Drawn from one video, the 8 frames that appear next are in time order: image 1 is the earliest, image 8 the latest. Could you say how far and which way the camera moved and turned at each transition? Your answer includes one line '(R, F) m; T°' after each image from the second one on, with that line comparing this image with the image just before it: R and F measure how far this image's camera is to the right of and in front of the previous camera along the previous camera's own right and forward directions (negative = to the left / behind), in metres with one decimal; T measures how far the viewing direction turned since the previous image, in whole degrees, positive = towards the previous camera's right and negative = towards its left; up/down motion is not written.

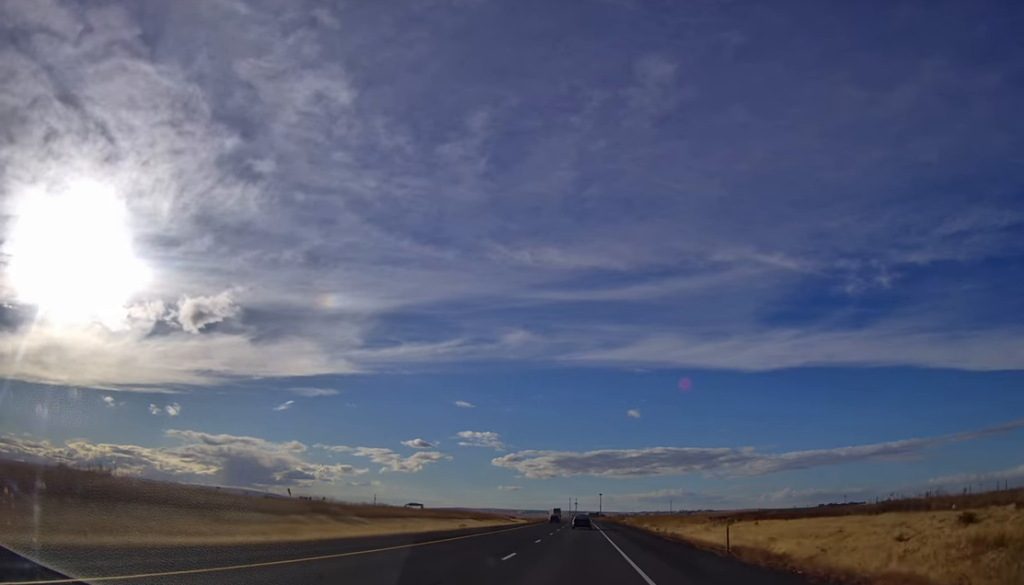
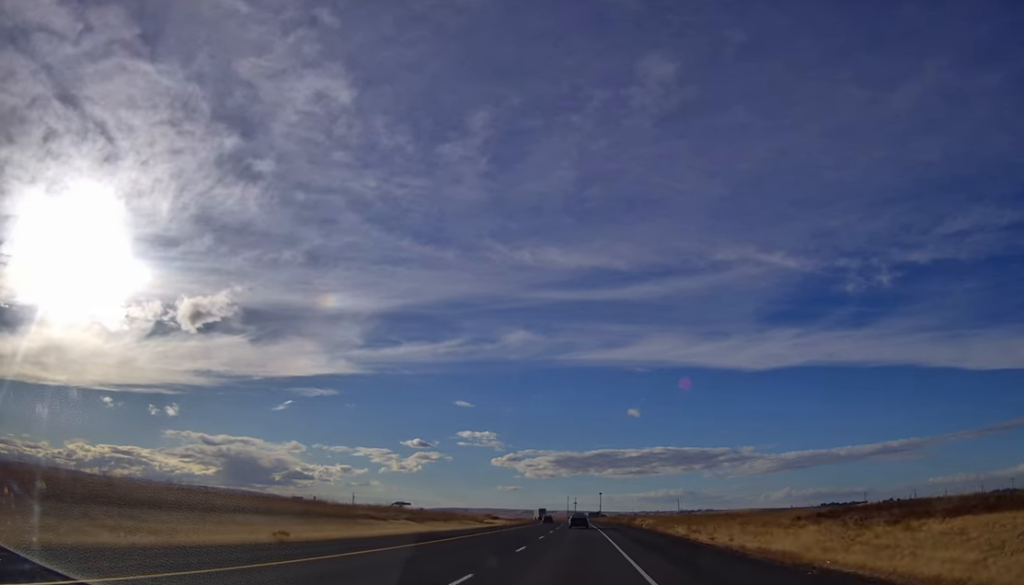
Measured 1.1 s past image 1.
(-0.1, +33.0) m; 0°
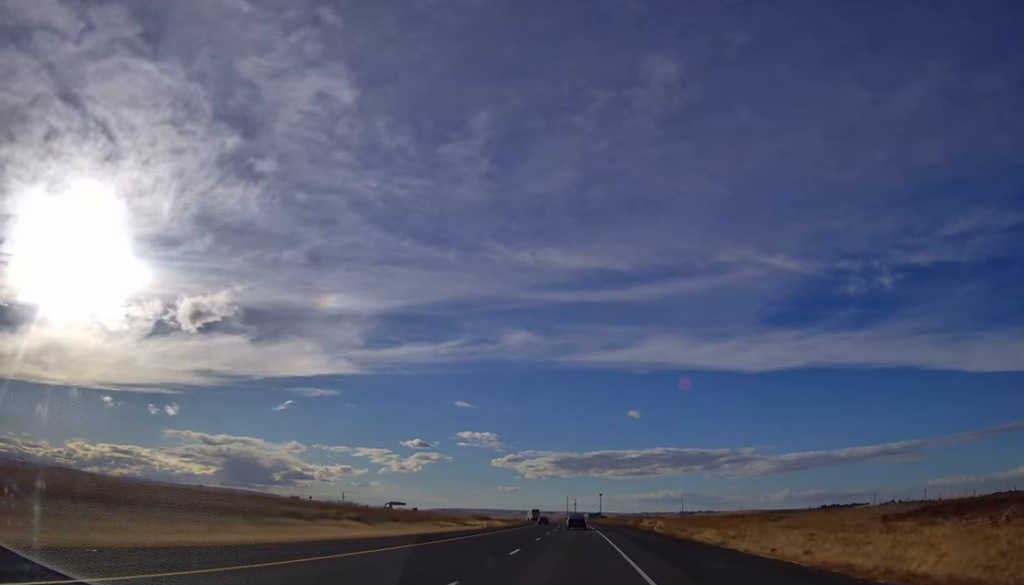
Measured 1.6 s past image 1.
(+0.3, +14.0) m; 0°
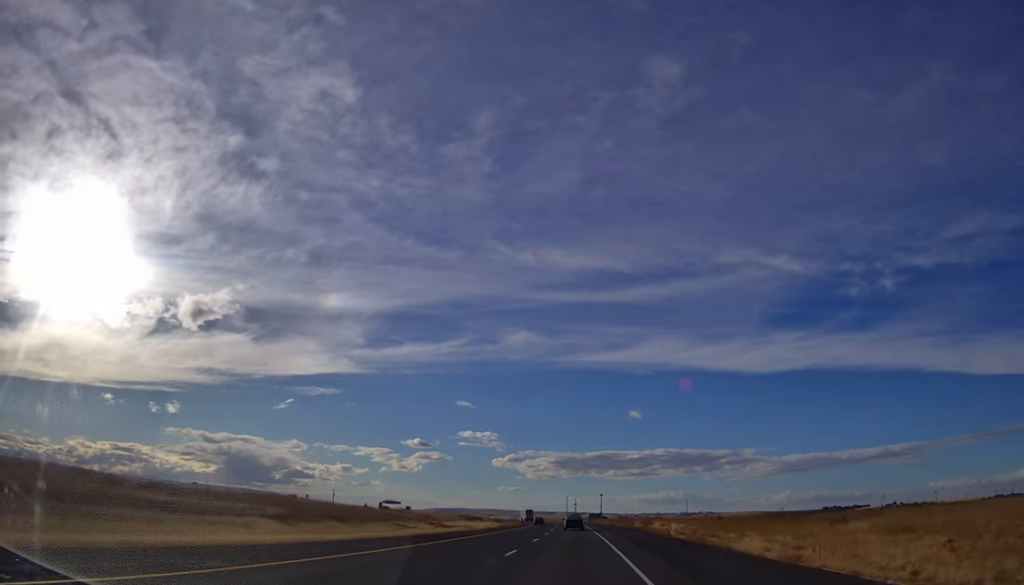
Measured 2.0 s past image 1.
(0.0, +13.0) m; 0°
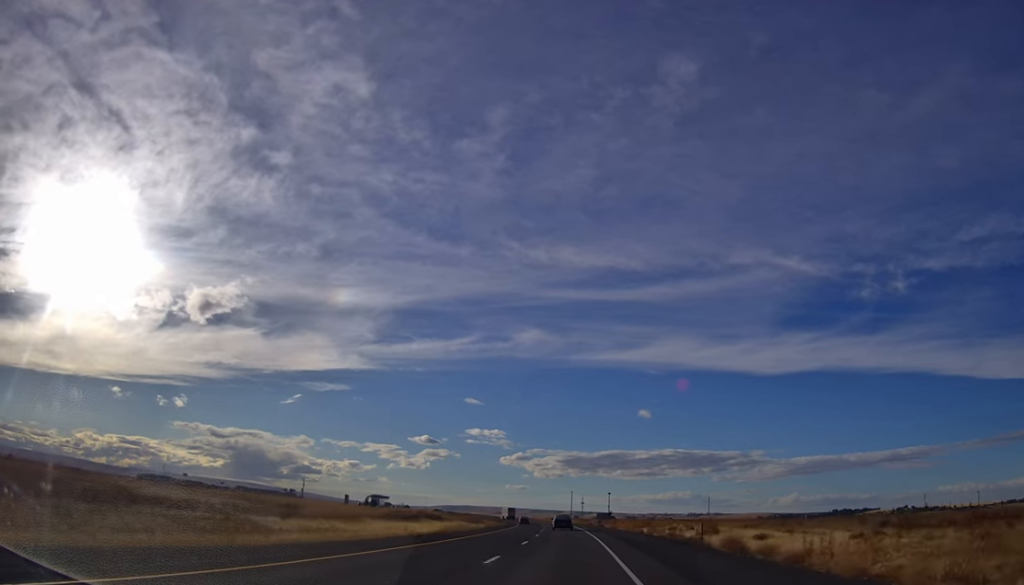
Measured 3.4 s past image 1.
(-0.1, +41.2) m; 0°
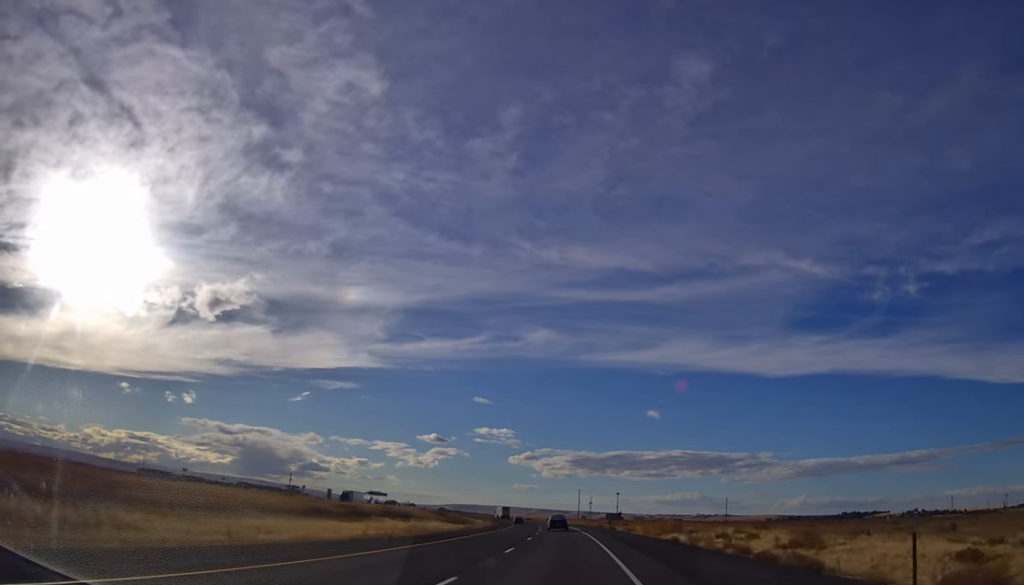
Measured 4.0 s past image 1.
(0.0, +19.9) m; 0°
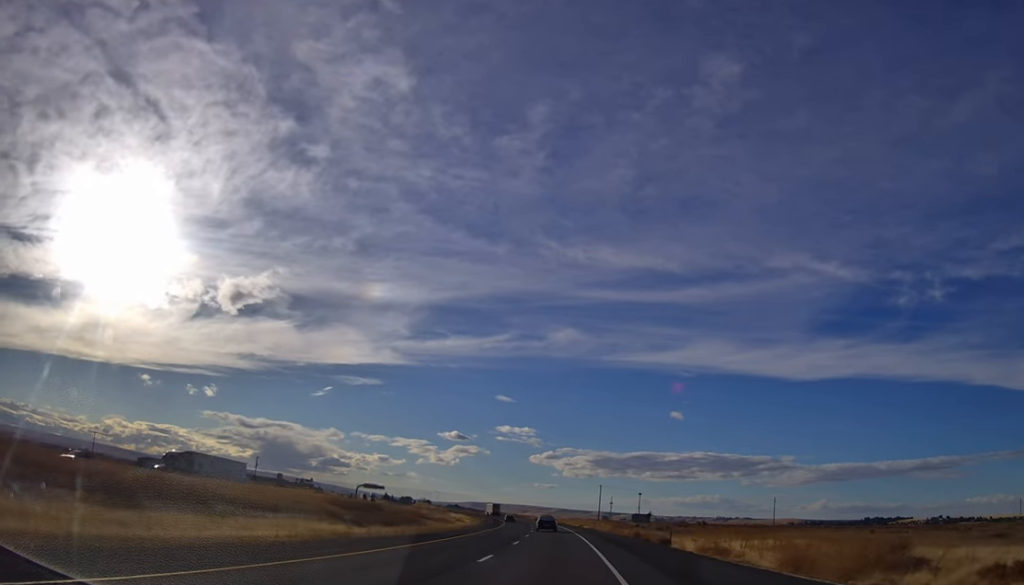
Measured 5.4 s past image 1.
(-0.1, +41.4) m; 0°
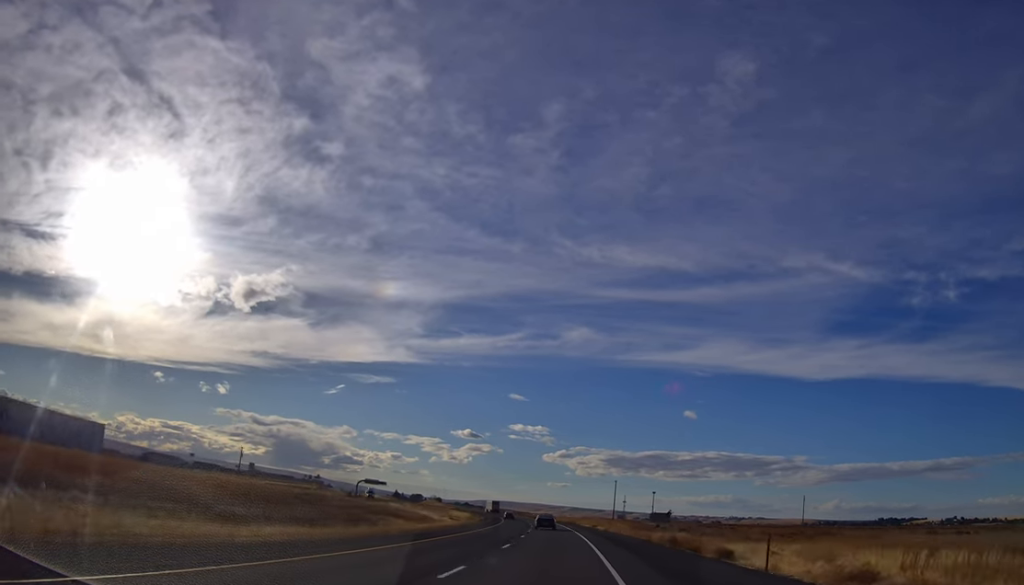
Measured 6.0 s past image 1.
(0.0, +17.7) m; -1°
